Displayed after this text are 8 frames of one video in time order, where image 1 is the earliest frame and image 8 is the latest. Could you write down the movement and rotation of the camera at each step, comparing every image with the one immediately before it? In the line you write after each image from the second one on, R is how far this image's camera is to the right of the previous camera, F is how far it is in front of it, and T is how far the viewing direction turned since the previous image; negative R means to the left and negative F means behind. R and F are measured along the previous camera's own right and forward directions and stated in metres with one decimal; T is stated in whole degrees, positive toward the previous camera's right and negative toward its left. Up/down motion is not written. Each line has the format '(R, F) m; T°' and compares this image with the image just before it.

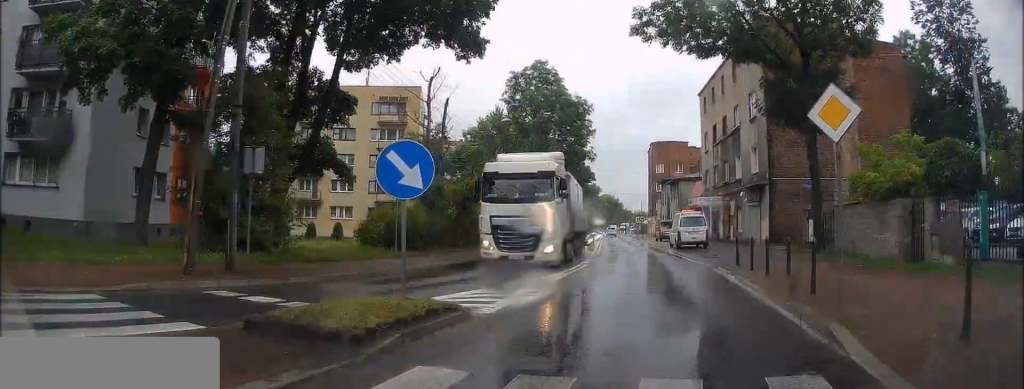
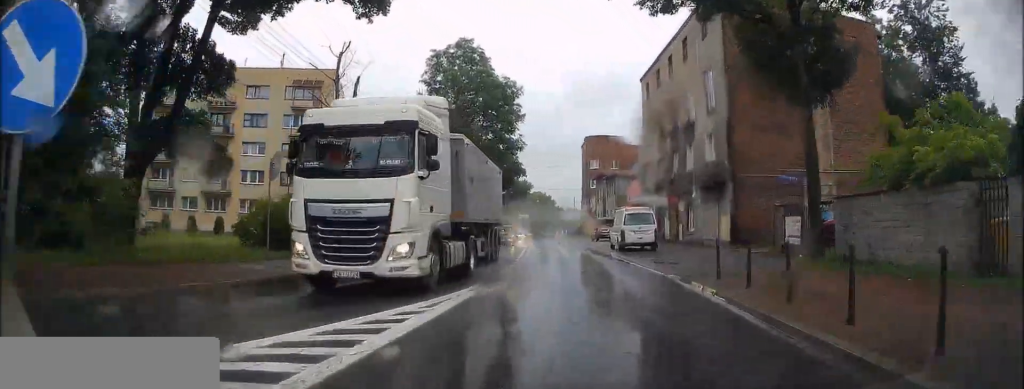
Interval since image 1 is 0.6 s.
(+0.2, +5.5) m; +5°
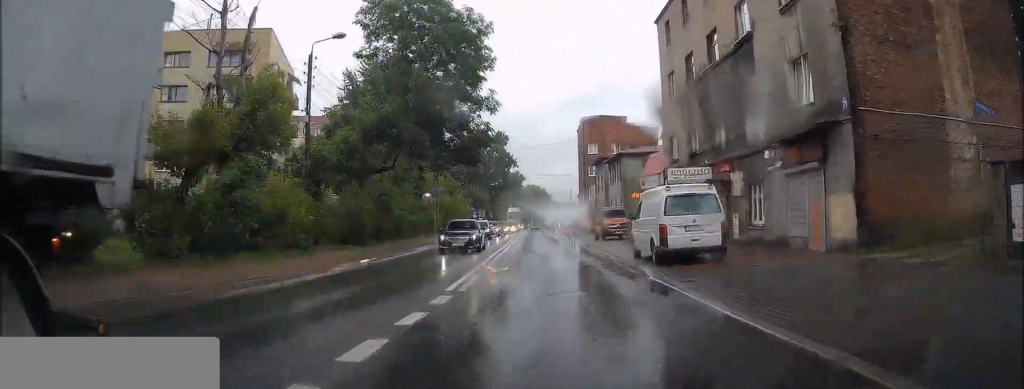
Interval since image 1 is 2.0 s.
(+1.2, +13.5) m; +7°
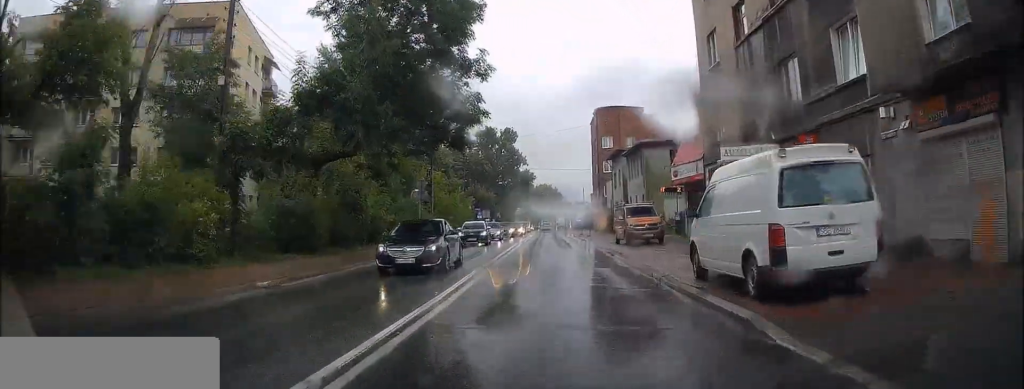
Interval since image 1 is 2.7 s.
(+0.3, +7.3) m; 0°
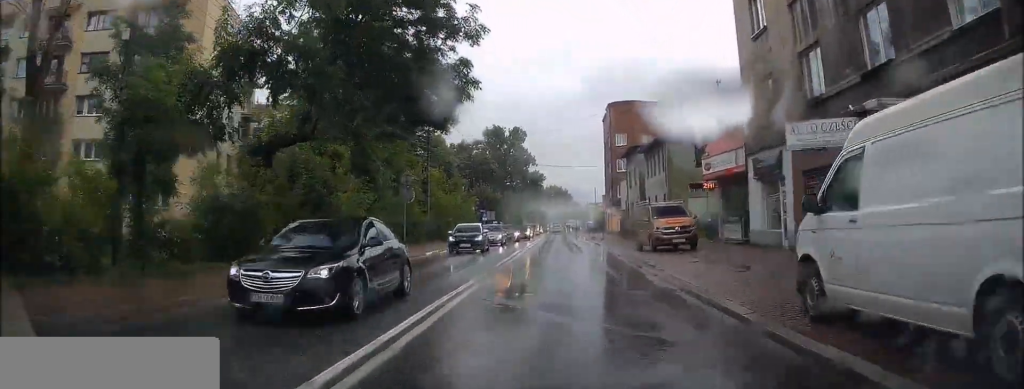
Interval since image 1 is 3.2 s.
(-0.2, +5.2) m; -1°
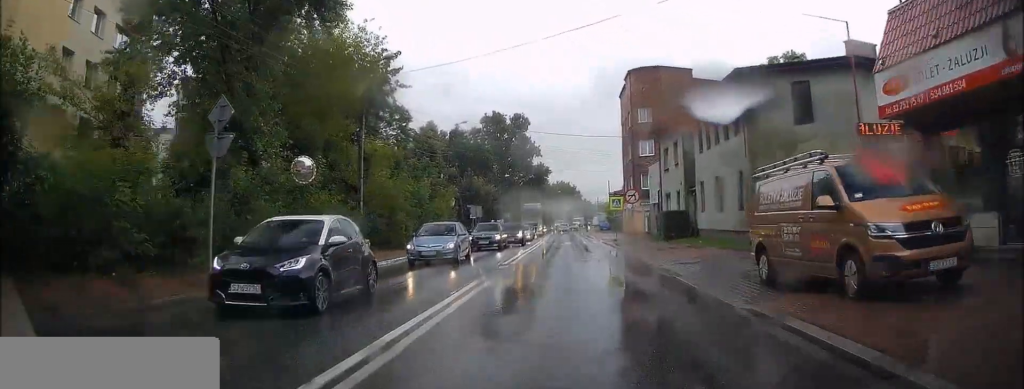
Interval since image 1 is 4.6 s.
(-0.4, +16.4) m; -2°
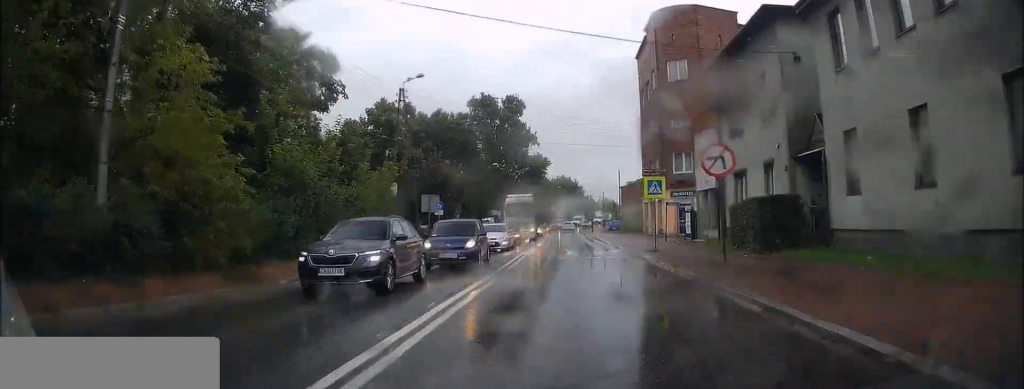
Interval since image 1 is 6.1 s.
(-0.1, +17.5) m; -1°
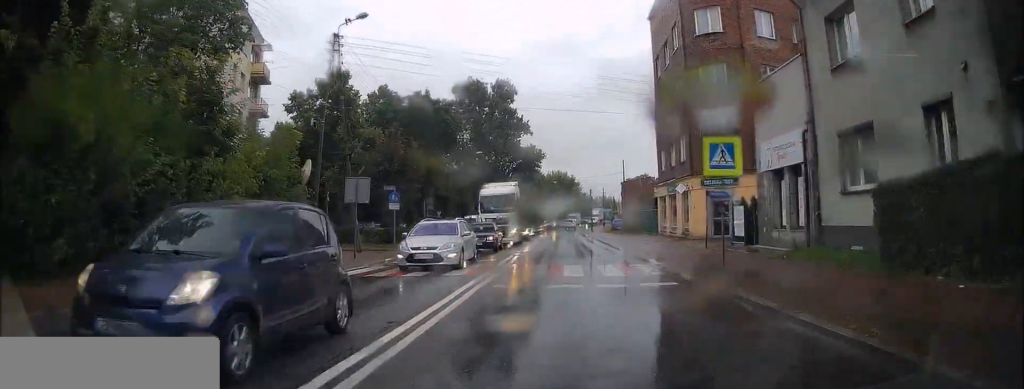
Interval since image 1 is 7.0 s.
(0.0, +11.2) m; 0°
